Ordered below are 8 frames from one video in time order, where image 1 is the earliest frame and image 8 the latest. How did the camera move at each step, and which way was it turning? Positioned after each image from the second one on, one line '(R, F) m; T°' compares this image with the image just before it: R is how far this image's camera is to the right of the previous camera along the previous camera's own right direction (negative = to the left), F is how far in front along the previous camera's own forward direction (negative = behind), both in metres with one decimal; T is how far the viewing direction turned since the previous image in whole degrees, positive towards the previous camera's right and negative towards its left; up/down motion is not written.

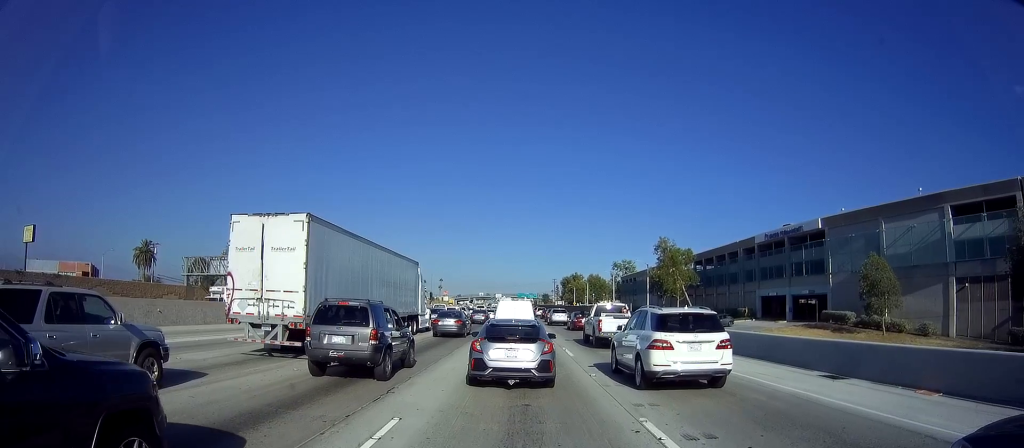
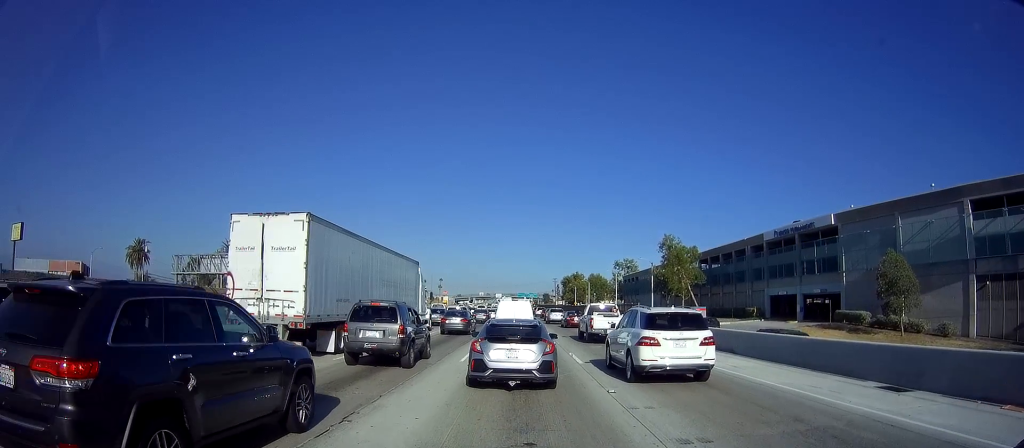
(0.0, +2.3) m; 0°
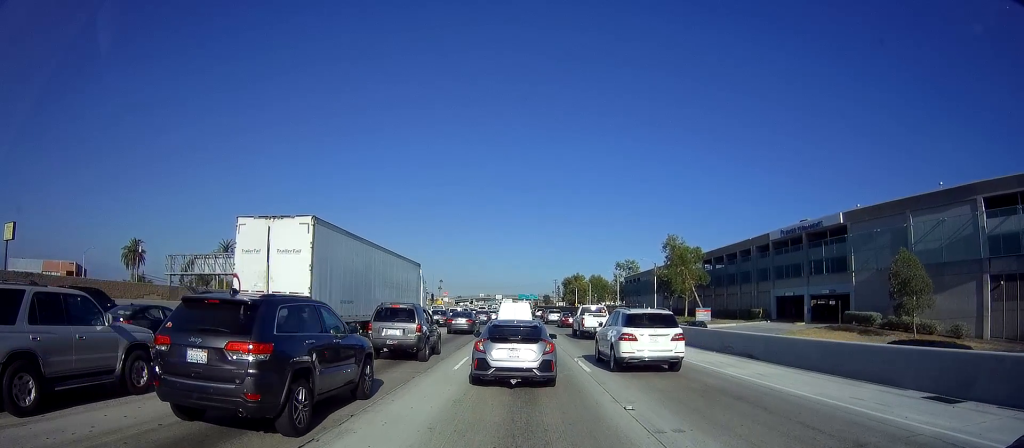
(0.0, +1.9) m; 0°
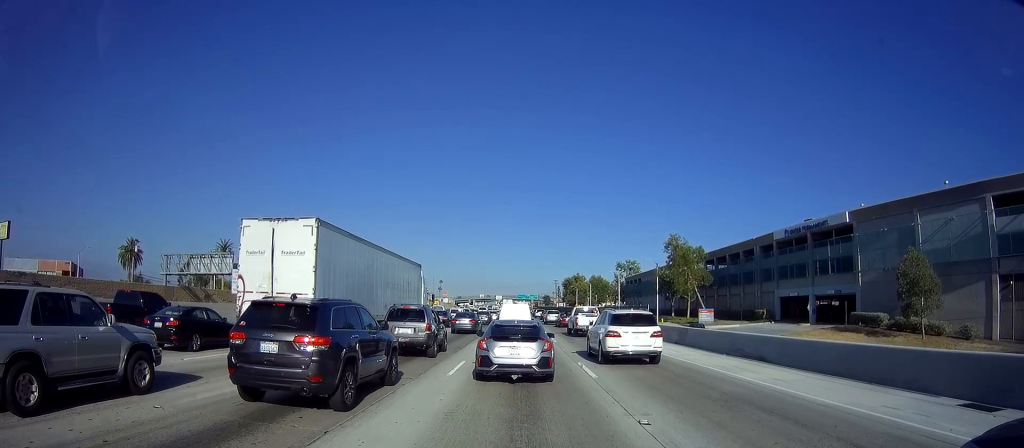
(+0.1, +1.4) m; 0°
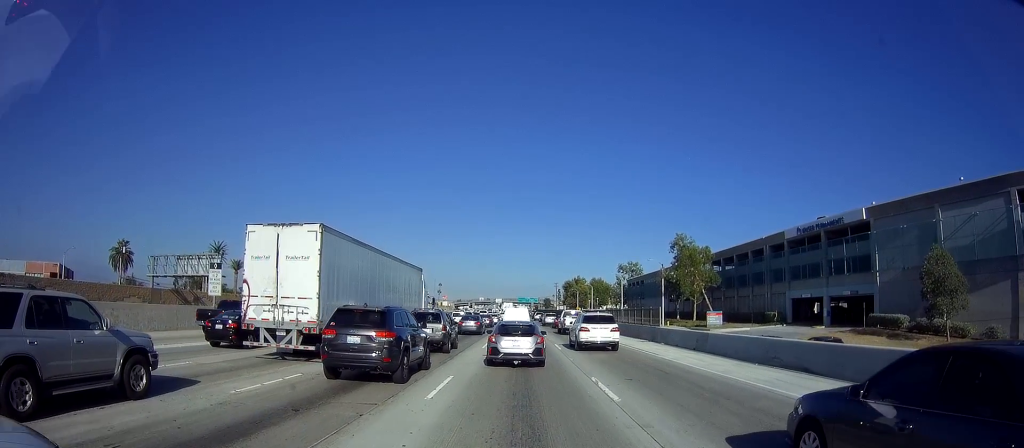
(-0.2, +4.6) m; 0°
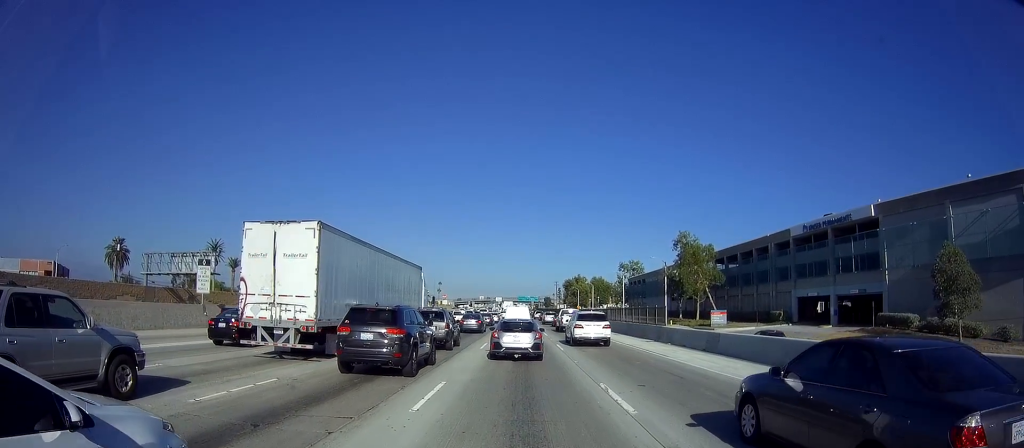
(0.0, +2.0) m; +1°
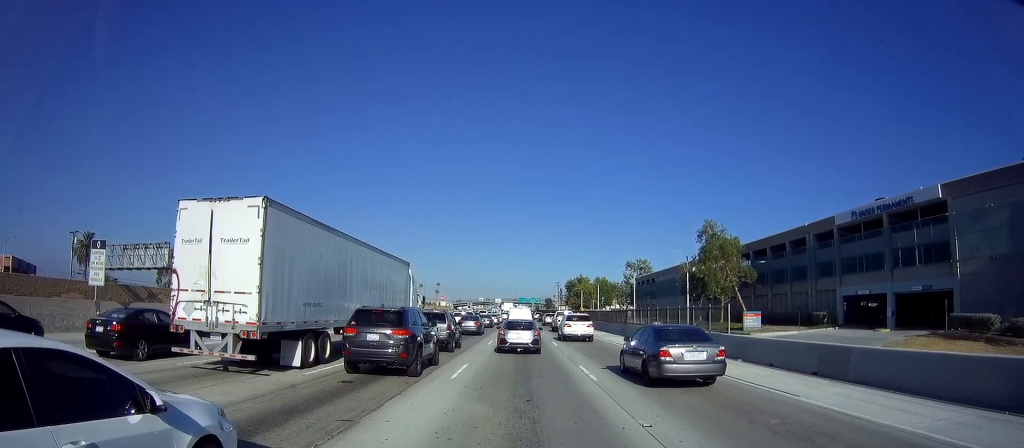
(-0.6, +12.2) m; -4°
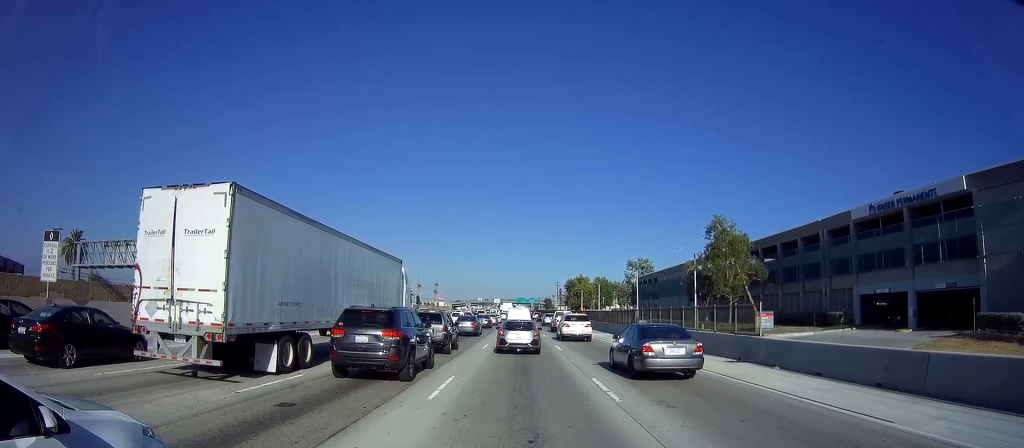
(+0.1, +3.6) m; 0°
